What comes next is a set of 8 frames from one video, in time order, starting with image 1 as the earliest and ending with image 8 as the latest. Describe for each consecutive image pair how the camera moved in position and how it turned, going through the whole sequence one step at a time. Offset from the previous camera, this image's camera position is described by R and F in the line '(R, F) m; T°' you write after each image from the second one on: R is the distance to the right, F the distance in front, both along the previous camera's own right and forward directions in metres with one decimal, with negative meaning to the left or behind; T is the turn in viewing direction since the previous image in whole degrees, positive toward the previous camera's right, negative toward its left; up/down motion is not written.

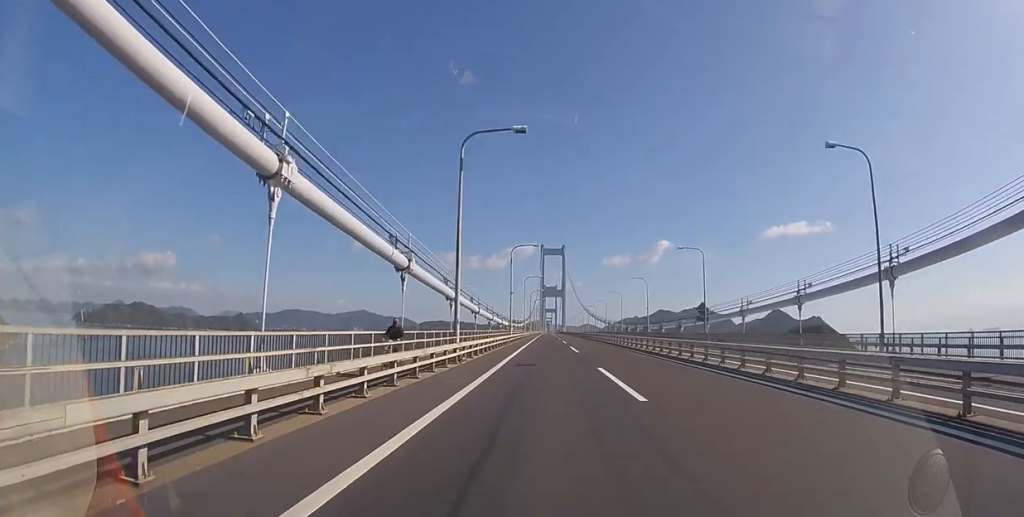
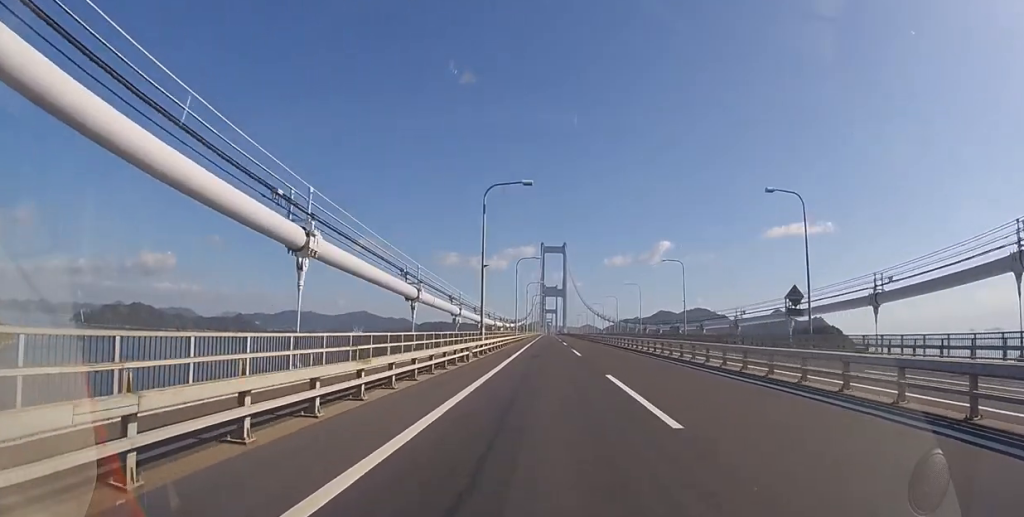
(0.0, +22.5) m; 0°
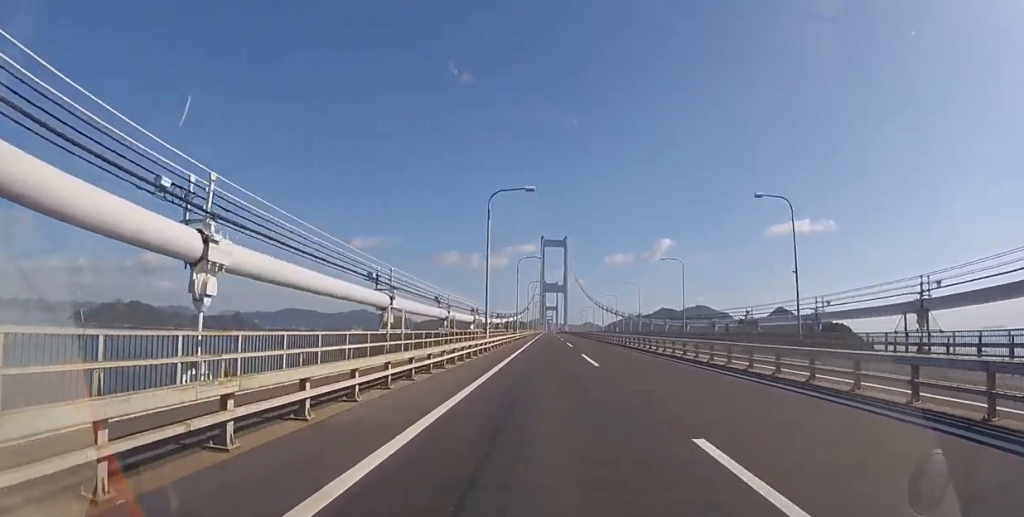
(0.0, +28.9) m; 0°
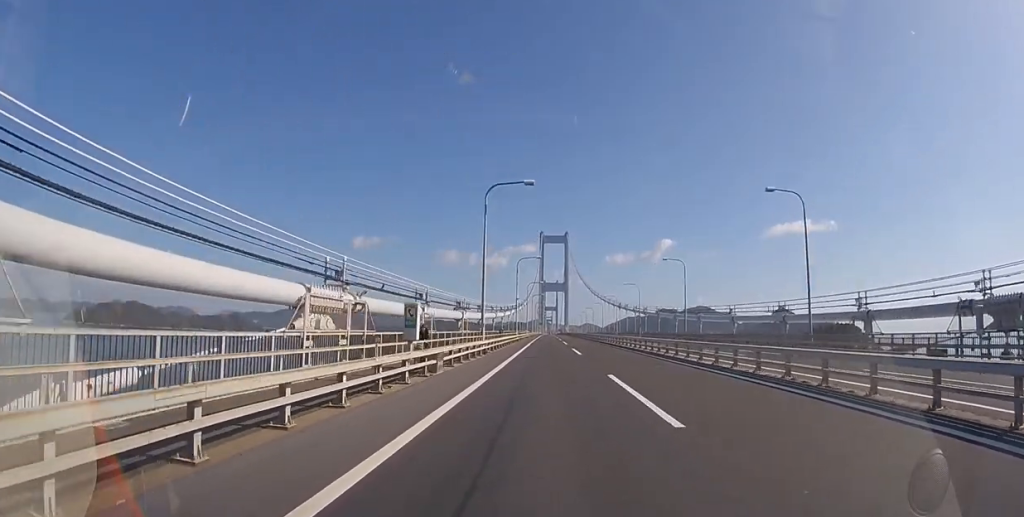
(0.0, +31.0) m; 0°
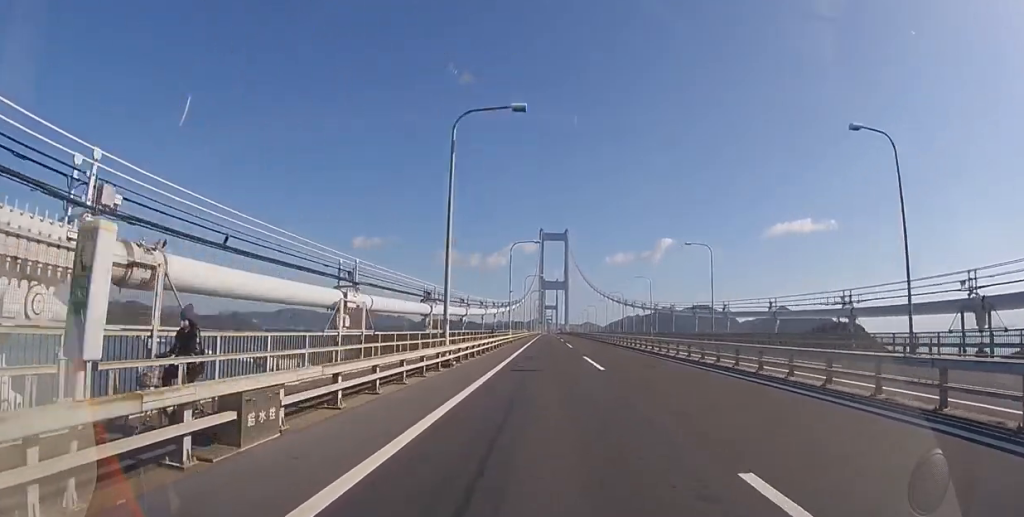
(0.0, +10.1) m; 0°
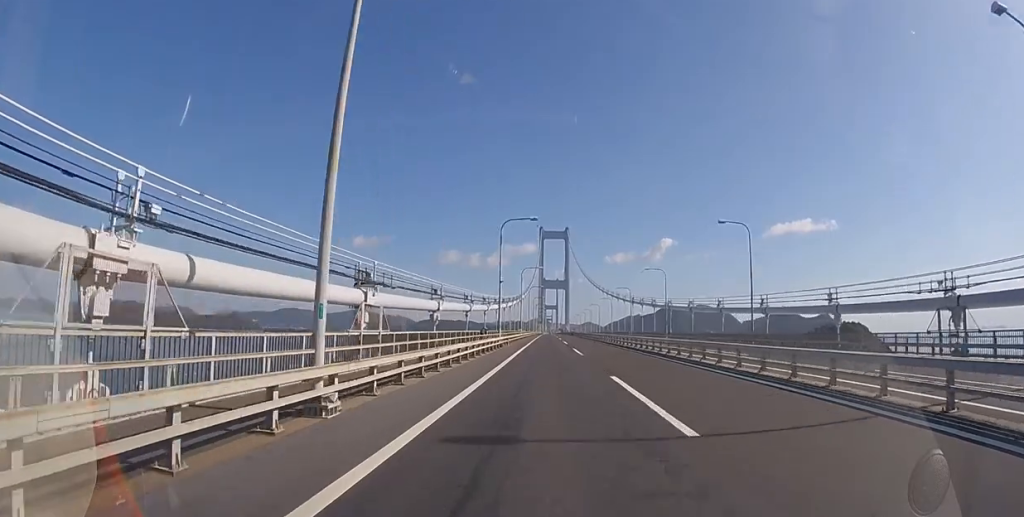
(0.0, +10.8) m; 0°
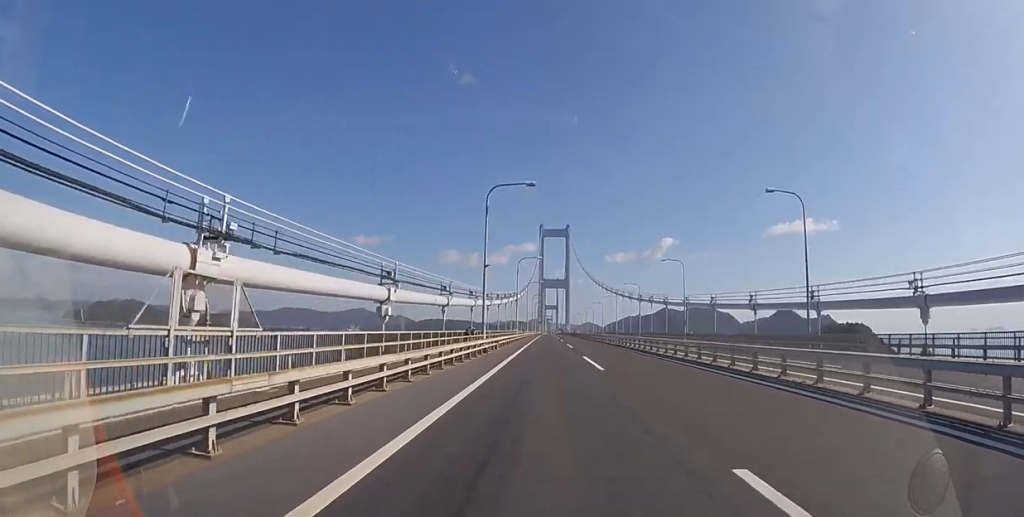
(0.0, +9.3) m; 0°
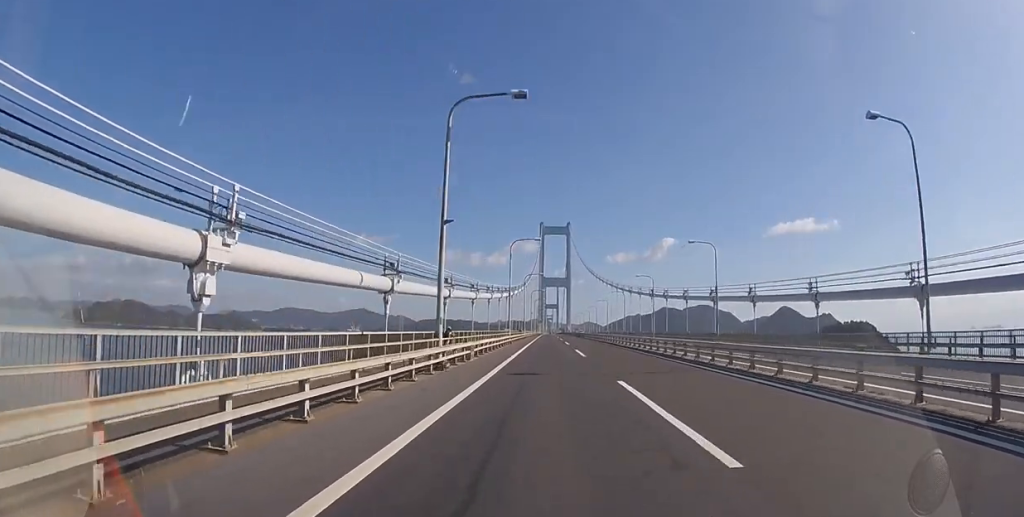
(0.0, +12.2) m; 0°
